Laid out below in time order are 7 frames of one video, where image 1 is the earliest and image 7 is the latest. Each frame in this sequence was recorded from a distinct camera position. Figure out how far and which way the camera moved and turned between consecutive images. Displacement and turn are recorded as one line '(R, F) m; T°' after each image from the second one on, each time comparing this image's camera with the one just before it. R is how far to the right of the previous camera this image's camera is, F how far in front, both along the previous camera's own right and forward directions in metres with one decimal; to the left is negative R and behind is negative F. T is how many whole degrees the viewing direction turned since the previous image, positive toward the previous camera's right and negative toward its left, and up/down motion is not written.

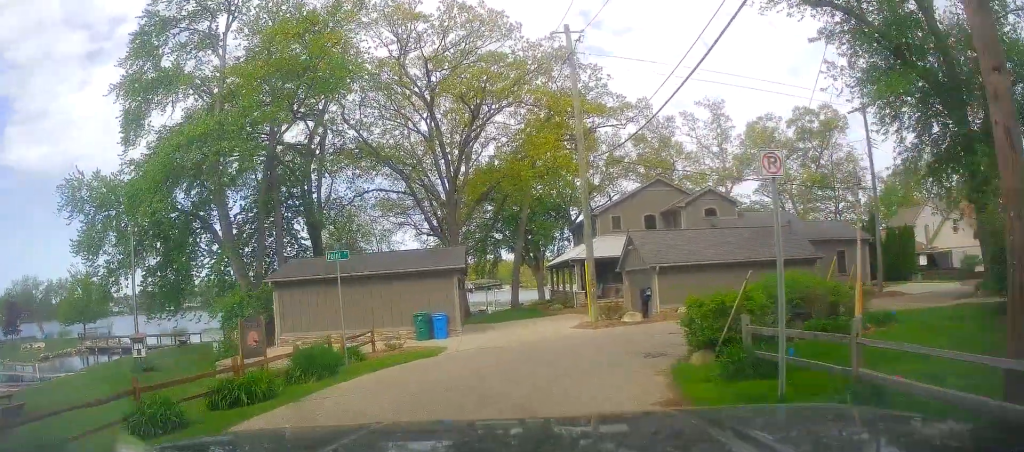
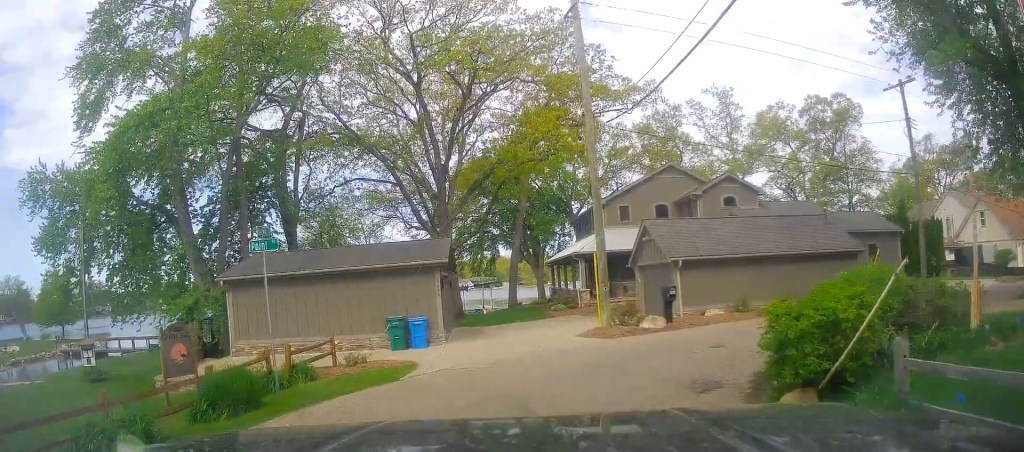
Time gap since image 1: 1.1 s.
(+0.3, +4.9) m; 0°
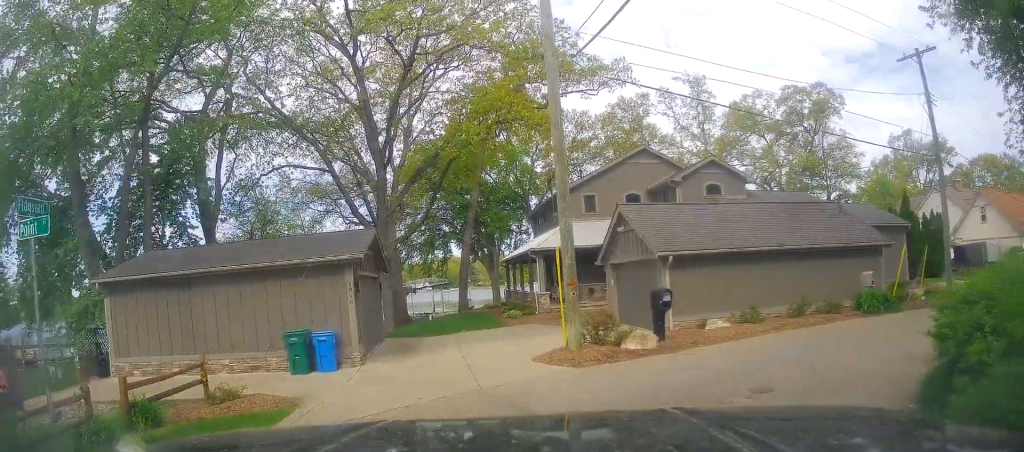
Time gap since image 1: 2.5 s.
(-0.4, +5.6) m; +1°
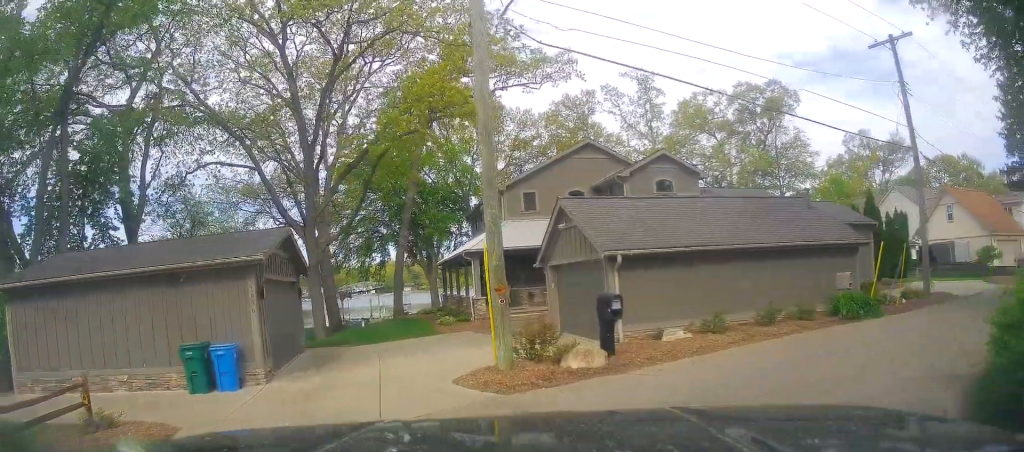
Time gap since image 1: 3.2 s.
(+0.1, +2.4) m; +4°
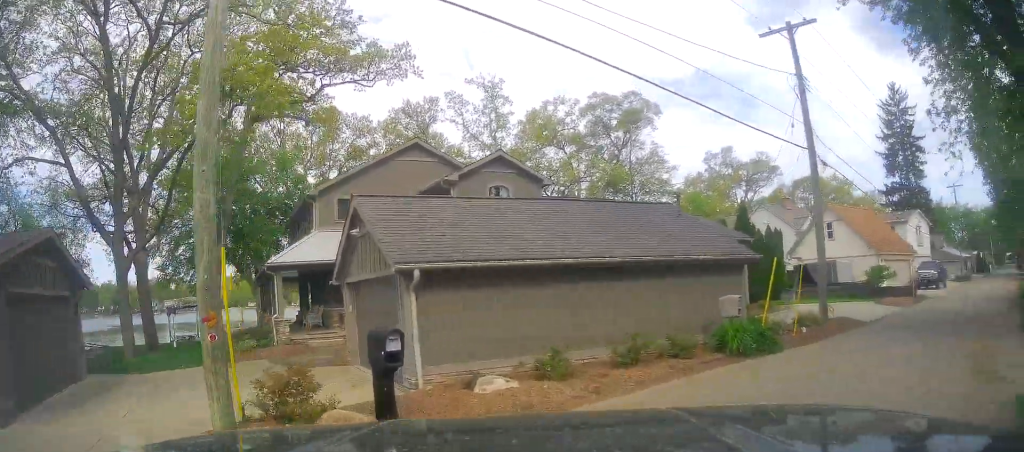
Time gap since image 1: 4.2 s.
(+0.3, +4.0) m; +12°
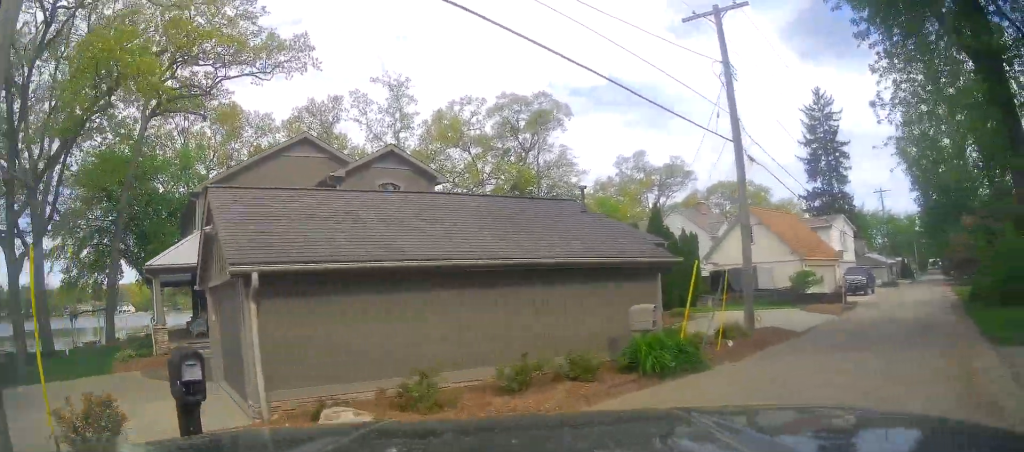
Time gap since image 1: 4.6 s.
(-0.2, +2.0) m; +11°
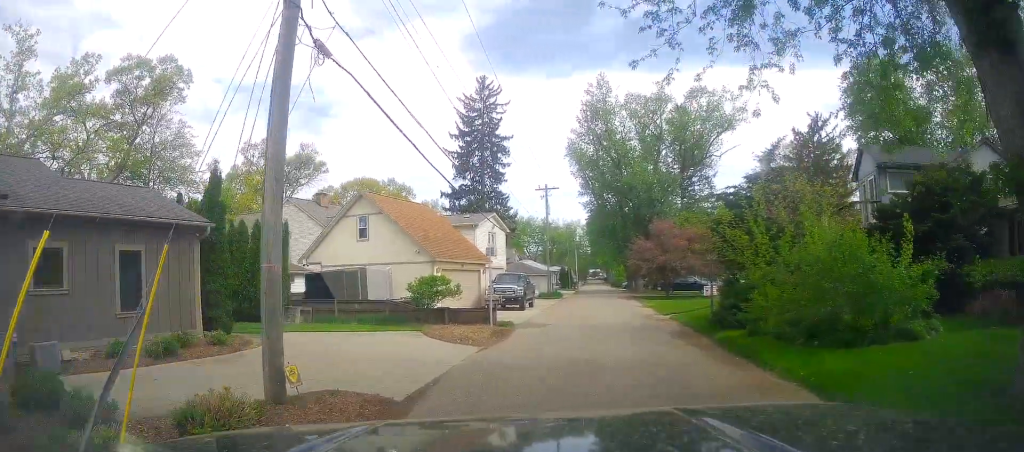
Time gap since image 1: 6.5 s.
(+3.4, +8.4) m; +31°
